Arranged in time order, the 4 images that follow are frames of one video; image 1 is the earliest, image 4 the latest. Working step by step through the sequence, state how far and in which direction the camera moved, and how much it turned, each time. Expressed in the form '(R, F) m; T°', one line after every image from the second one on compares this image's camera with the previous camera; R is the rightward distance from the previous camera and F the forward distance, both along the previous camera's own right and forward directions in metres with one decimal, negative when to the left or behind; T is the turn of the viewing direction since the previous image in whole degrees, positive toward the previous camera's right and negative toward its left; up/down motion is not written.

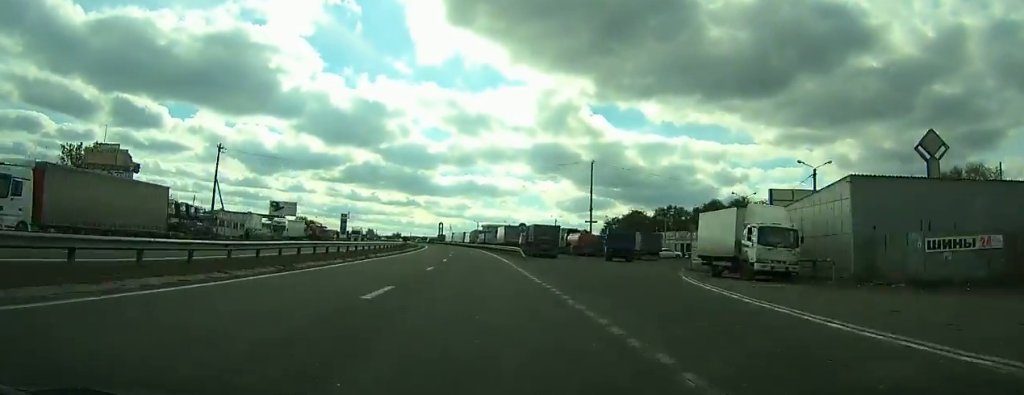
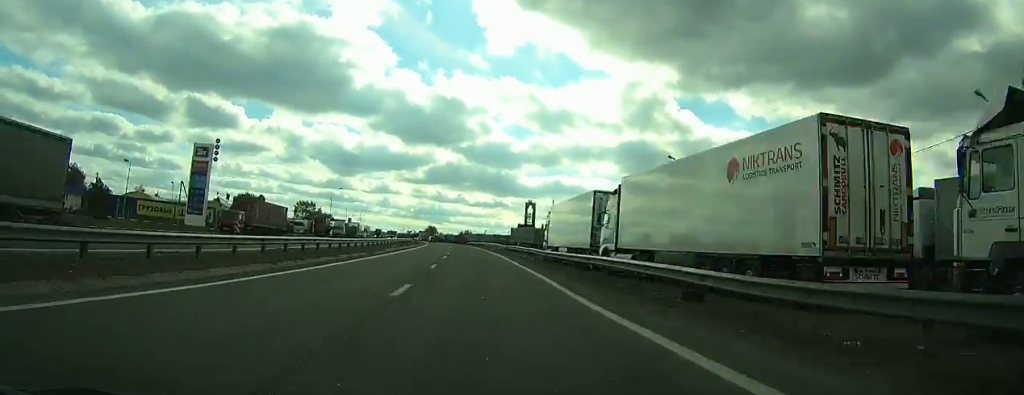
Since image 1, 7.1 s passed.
(-11.5, +153.3) m; -9°
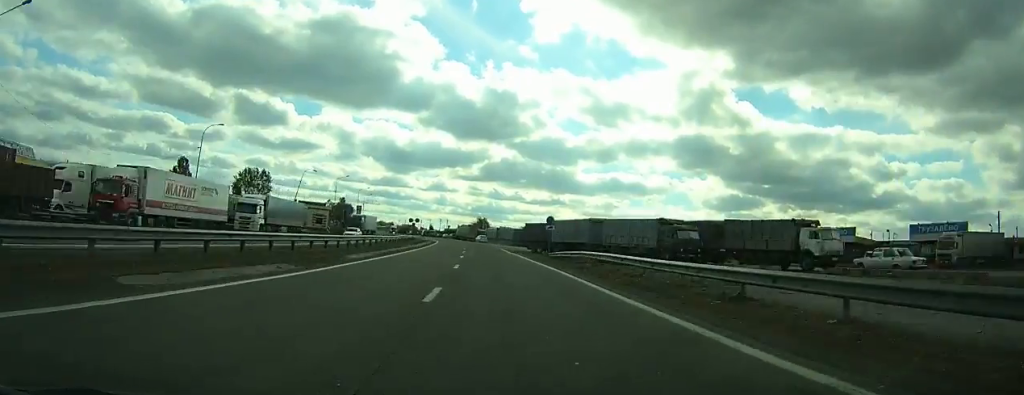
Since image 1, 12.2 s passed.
(-6.2, +107.2) m; -6°
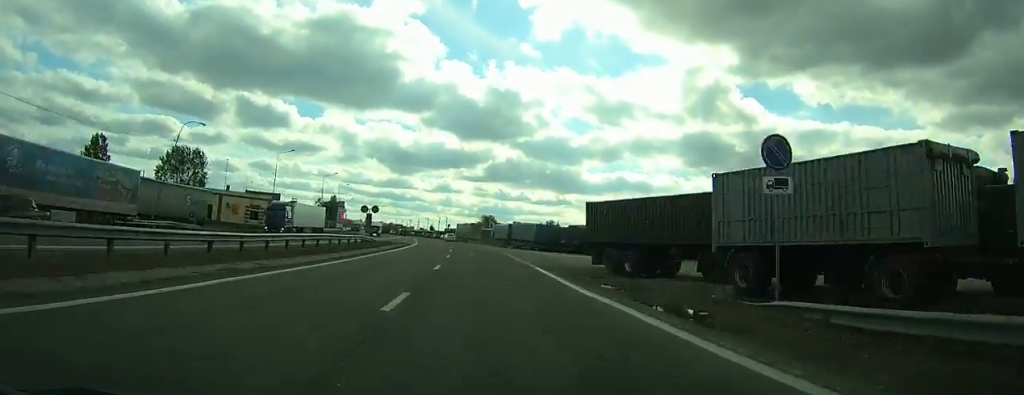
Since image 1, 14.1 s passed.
(-0.6, +38.8) m; -2°
